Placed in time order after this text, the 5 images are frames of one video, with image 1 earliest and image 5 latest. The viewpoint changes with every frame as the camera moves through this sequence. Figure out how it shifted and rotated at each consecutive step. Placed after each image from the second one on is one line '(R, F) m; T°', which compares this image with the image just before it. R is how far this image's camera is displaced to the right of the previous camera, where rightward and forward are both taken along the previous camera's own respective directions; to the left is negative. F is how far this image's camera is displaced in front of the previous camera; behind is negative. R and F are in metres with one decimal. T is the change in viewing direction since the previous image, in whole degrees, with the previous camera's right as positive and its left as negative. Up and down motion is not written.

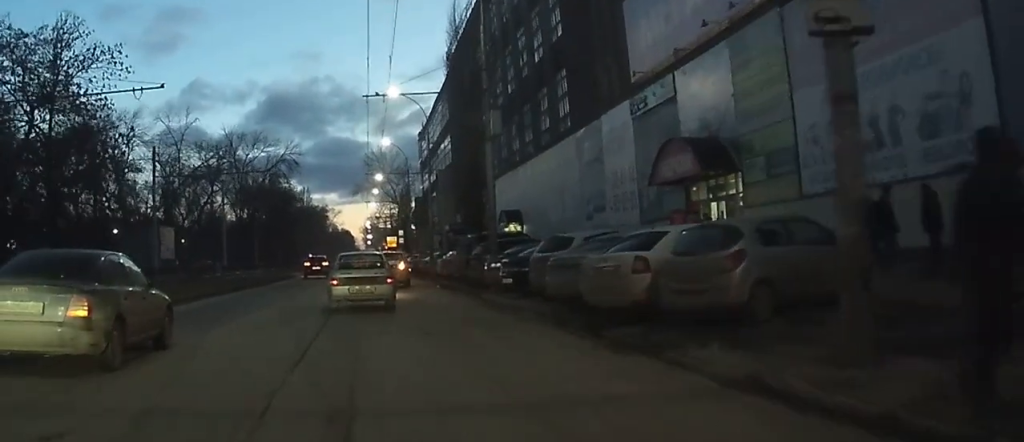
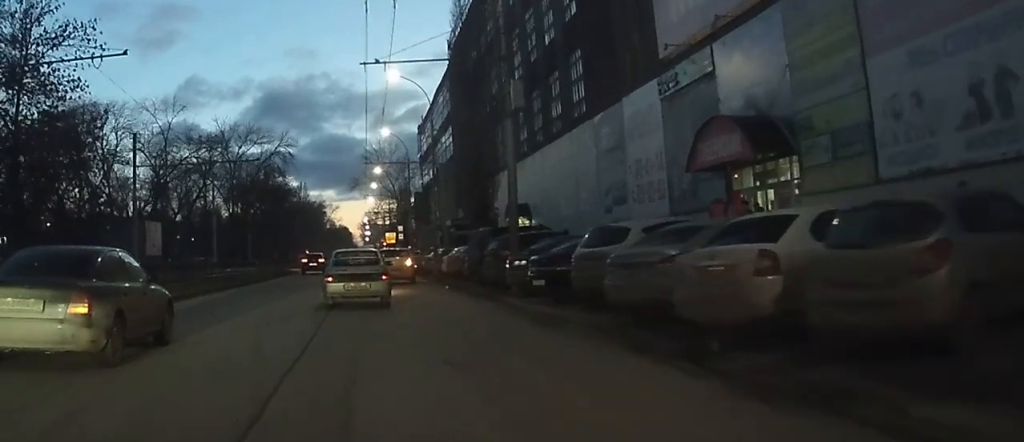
(0.0, +3.8) m; +1°
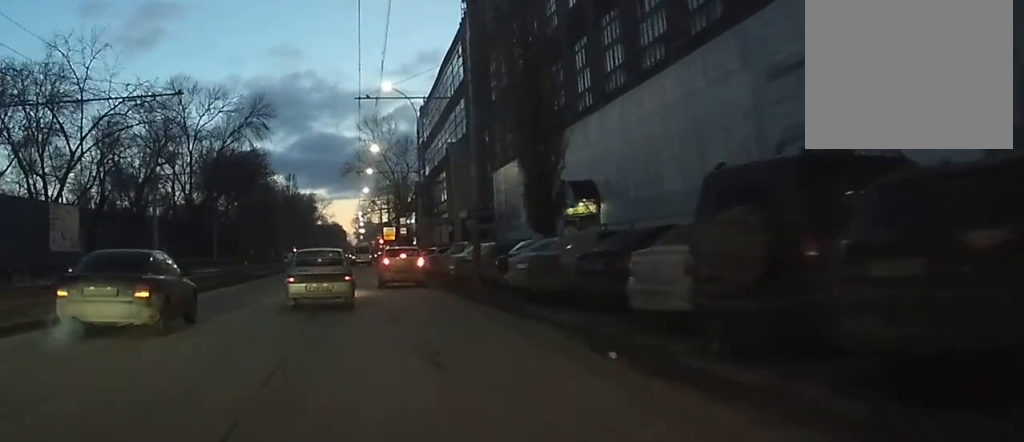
(+0.2, +18.8) m; +1°
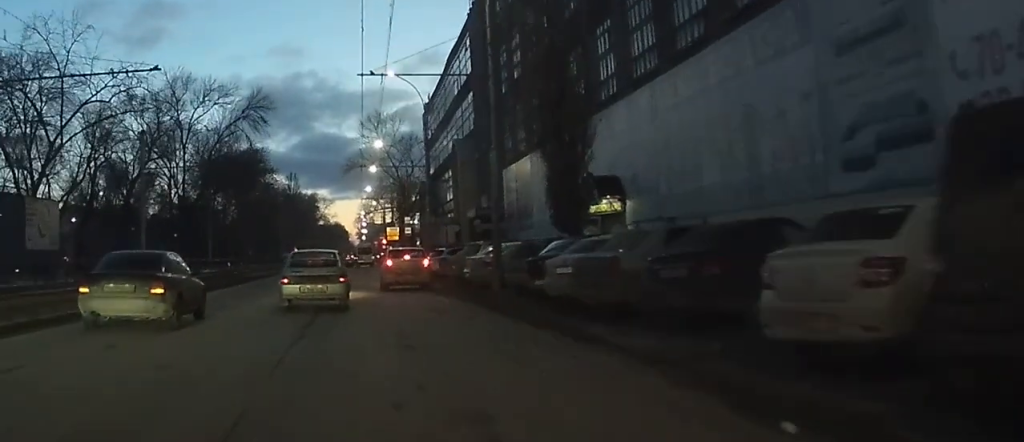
(0.0, +3.7) m; 0°
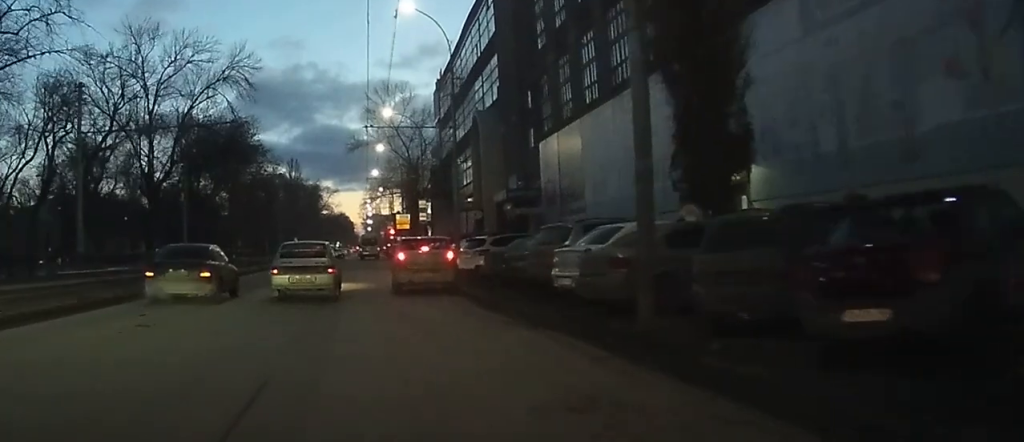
(+0.1, +12.9) m; +2°
